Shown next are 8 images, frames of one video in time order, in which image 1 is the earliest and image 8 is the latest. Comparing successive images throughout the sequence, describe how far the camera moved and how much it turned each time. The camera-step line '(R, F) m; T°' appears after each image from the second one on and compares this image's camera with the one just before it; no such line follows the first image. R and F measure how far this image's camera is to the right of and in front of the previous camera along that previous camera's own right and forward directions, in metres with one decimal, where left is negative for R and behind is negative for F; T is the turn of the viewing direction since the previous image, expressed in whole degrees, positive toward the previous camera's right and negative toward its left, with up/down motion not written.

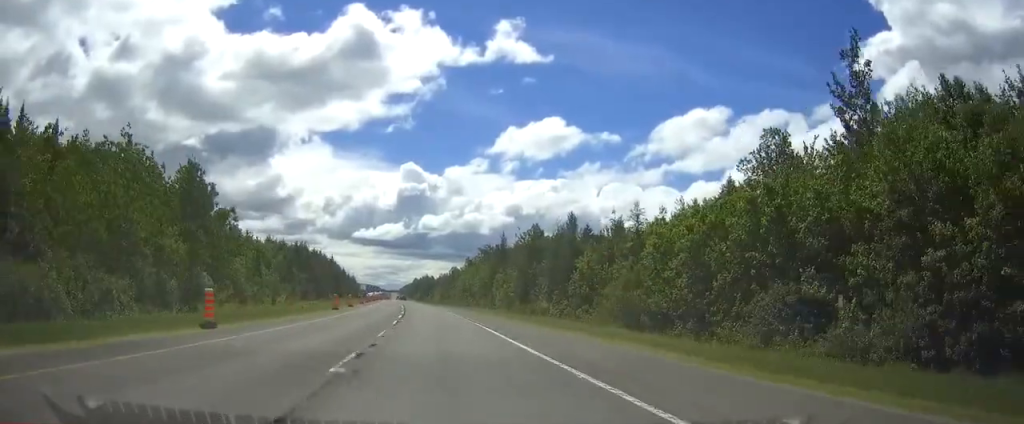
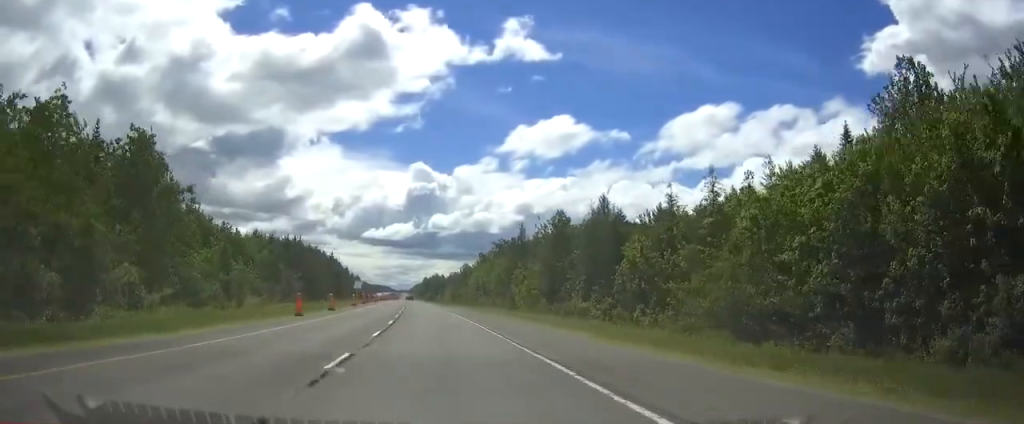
(0.0, +18.4) m; -1°
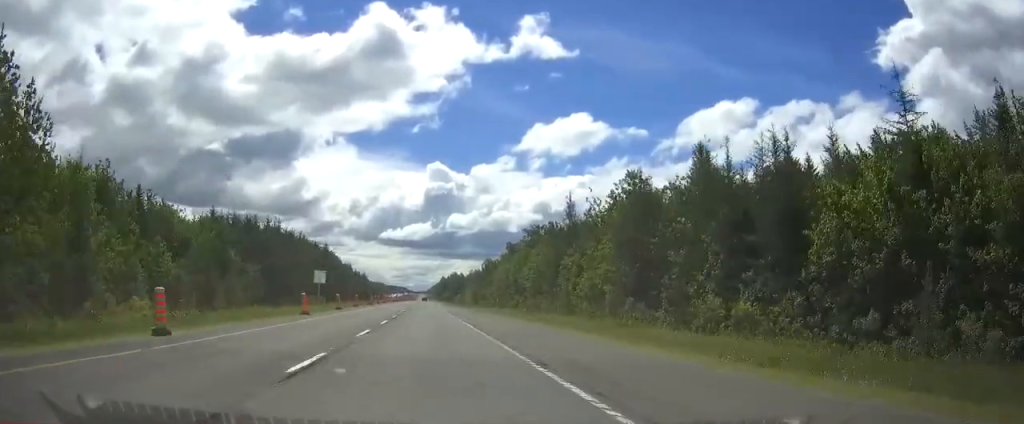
(-0.6, +35.9) m; -2°
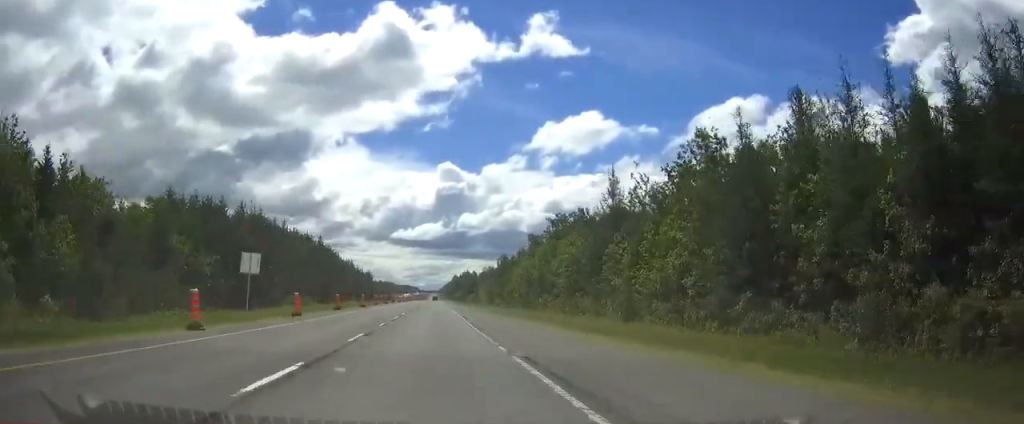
(-0.2, +20.6) m; -1°
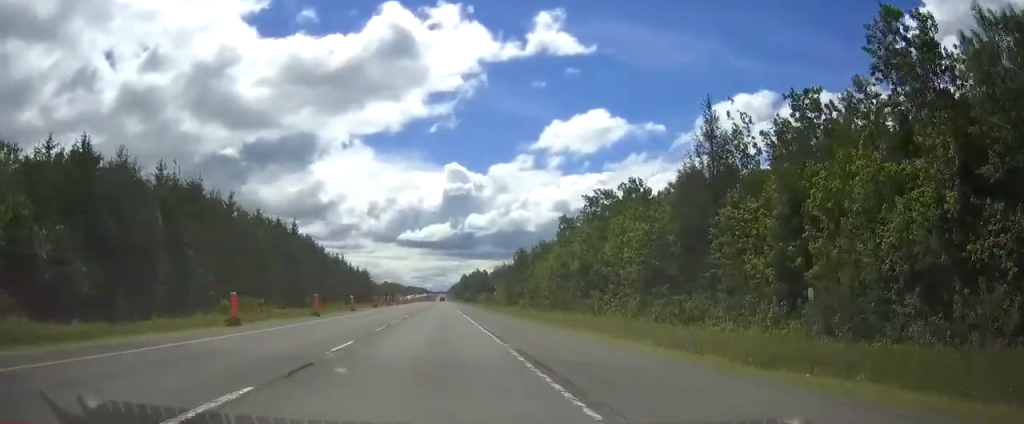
(-0.3, +30.1) m; -1°
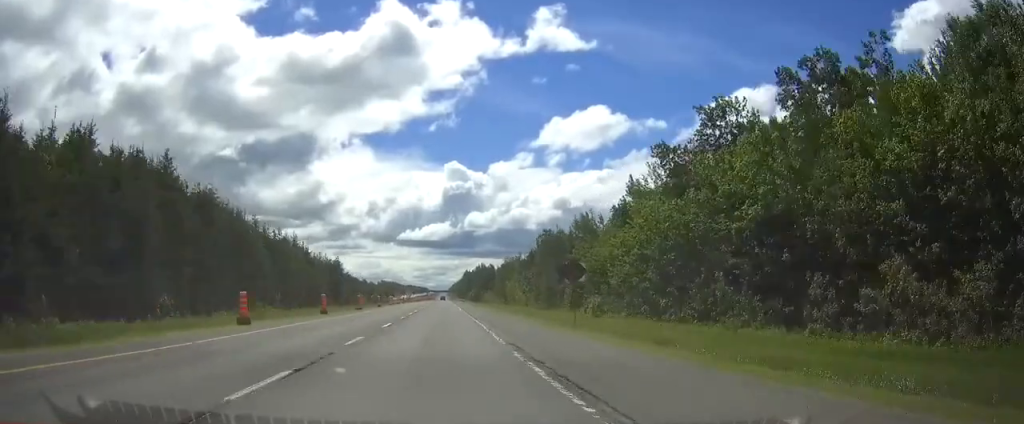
(-0.4, +51.7) m; 0°
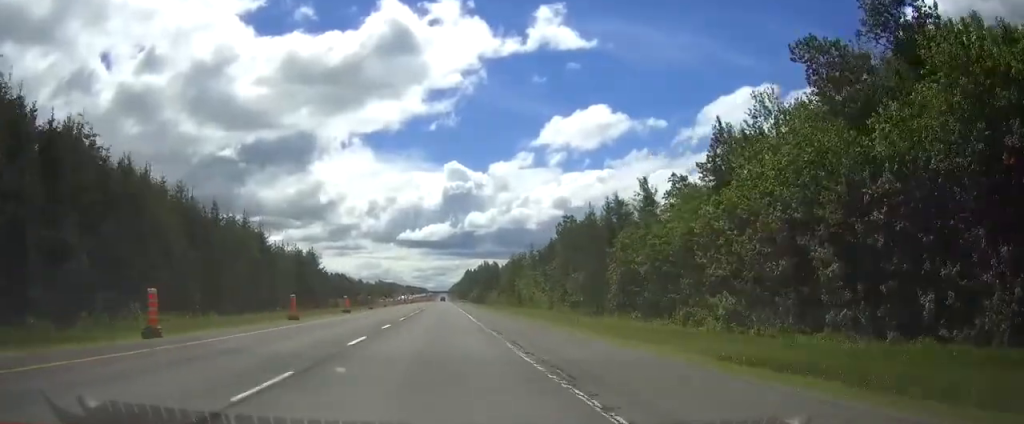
(0.0, +27.8) m; 0°
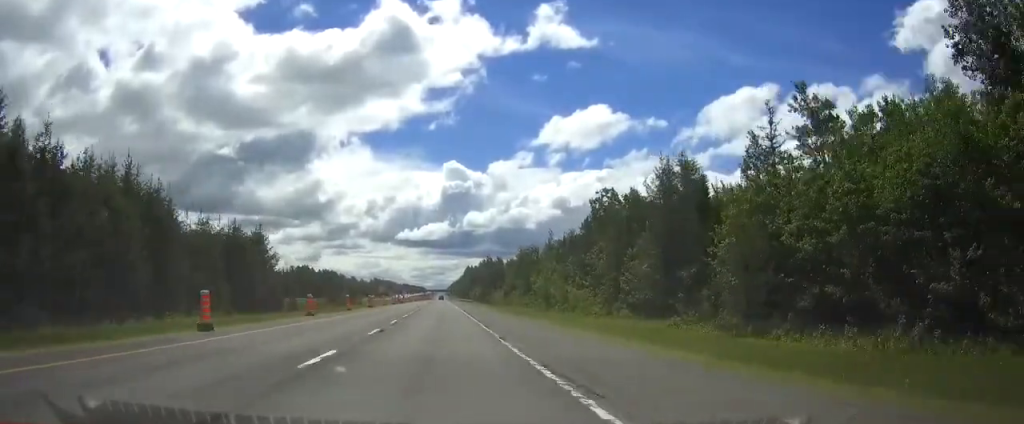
(0.0, +32.3) m; 0°
